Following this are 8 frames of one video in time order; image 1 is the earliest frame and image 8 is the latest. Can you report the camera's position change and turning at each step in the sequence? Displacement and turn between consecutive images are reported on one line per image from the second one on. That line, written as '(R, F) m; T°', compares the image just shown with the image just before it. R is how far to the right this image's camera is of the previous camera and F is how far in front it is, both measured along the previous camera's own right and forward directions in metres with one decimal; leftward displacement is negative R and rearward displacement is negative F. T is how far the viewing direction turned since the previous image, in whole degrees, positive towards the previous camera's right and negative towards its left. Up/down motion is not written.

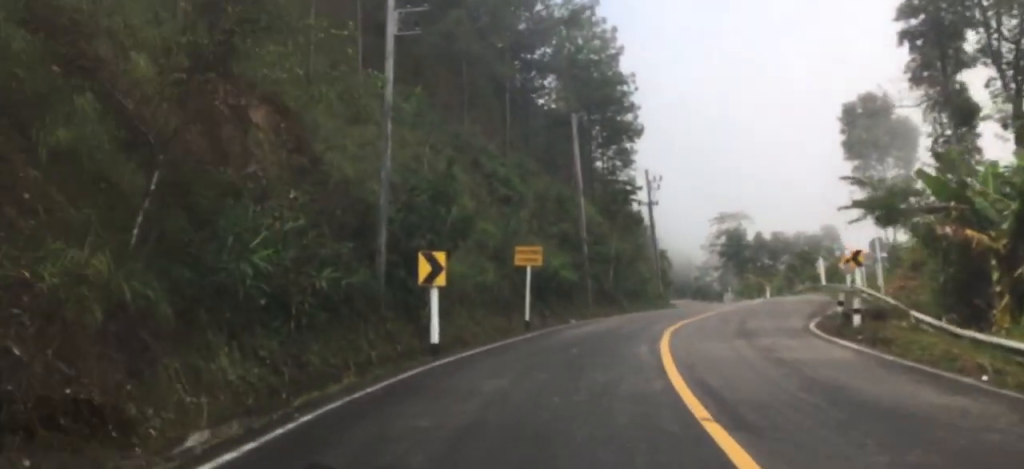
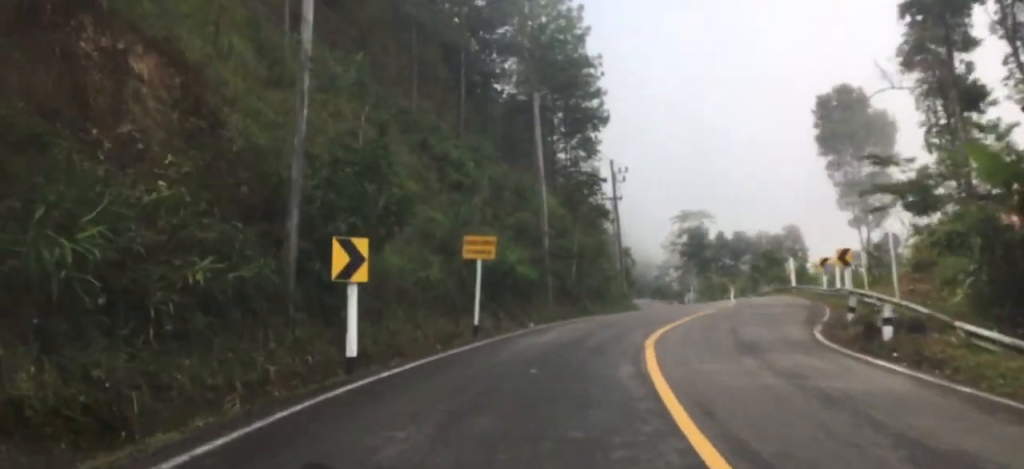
(-0.2, +4.4) m; -1°
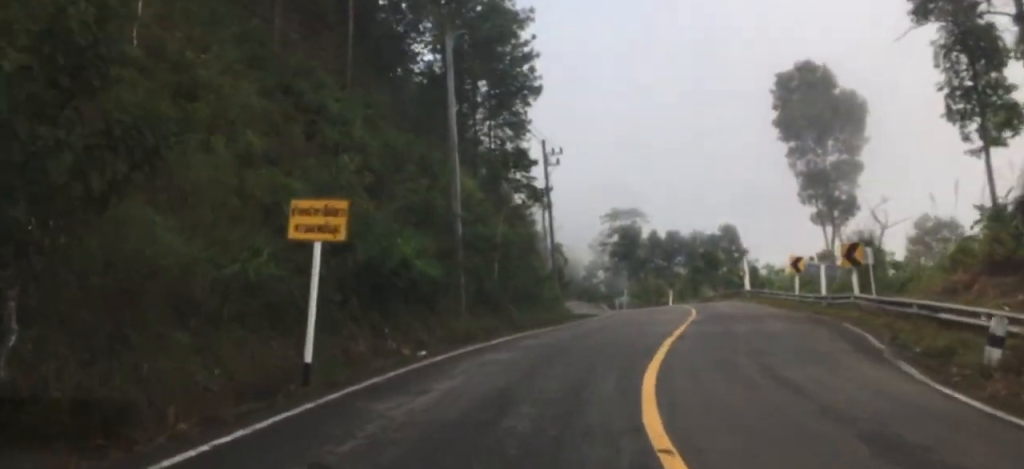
(-0.4, +9.4) m; -8°
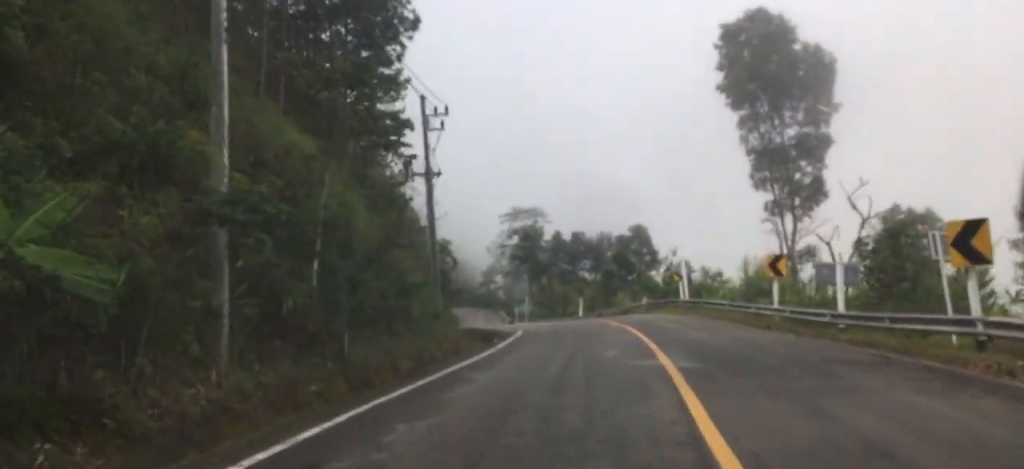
(-1.8, +11.6) m; +6°
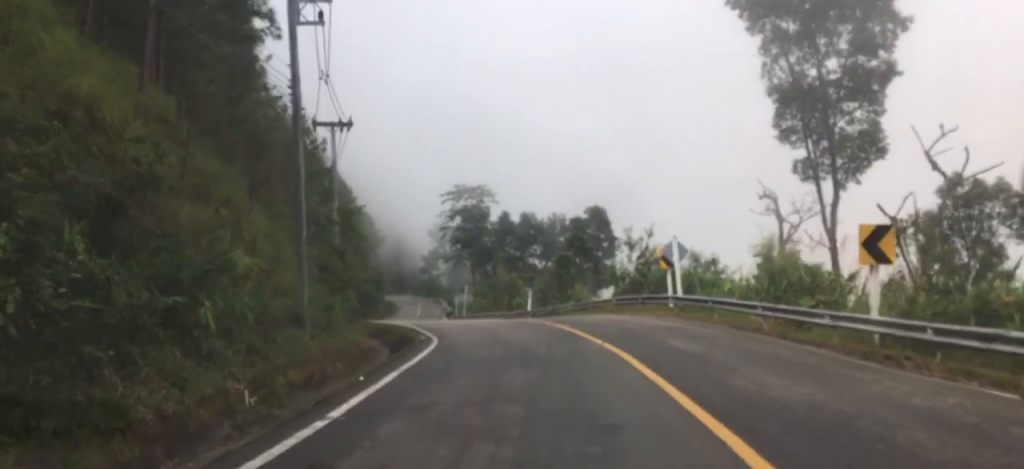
(+4.6, +10.9) m; +24°
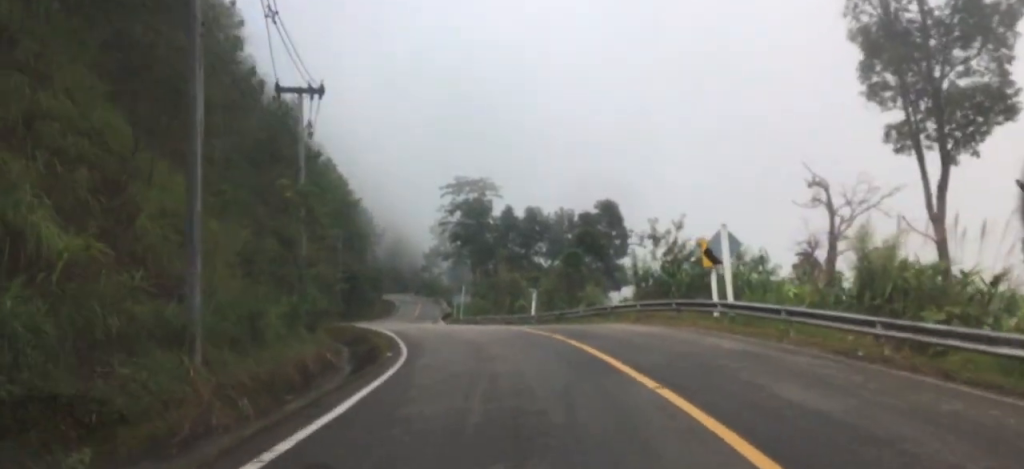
(+0.2, +7.0) m; -1°
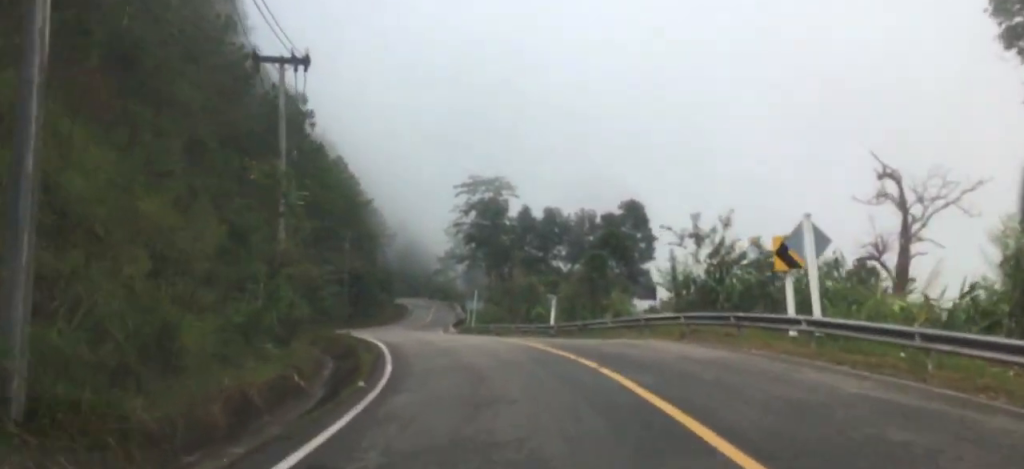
(-0.5, +5.7) m; 0°
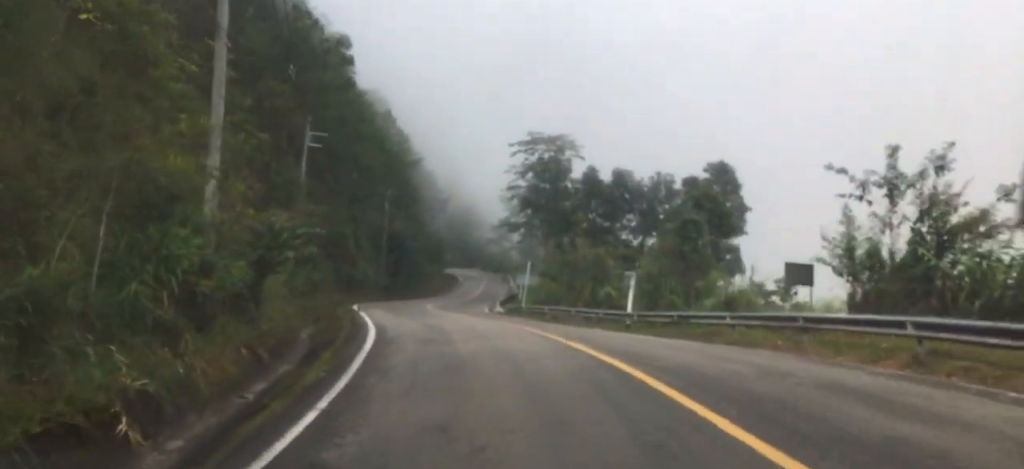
(+0.7, +11.9) m; +2°
